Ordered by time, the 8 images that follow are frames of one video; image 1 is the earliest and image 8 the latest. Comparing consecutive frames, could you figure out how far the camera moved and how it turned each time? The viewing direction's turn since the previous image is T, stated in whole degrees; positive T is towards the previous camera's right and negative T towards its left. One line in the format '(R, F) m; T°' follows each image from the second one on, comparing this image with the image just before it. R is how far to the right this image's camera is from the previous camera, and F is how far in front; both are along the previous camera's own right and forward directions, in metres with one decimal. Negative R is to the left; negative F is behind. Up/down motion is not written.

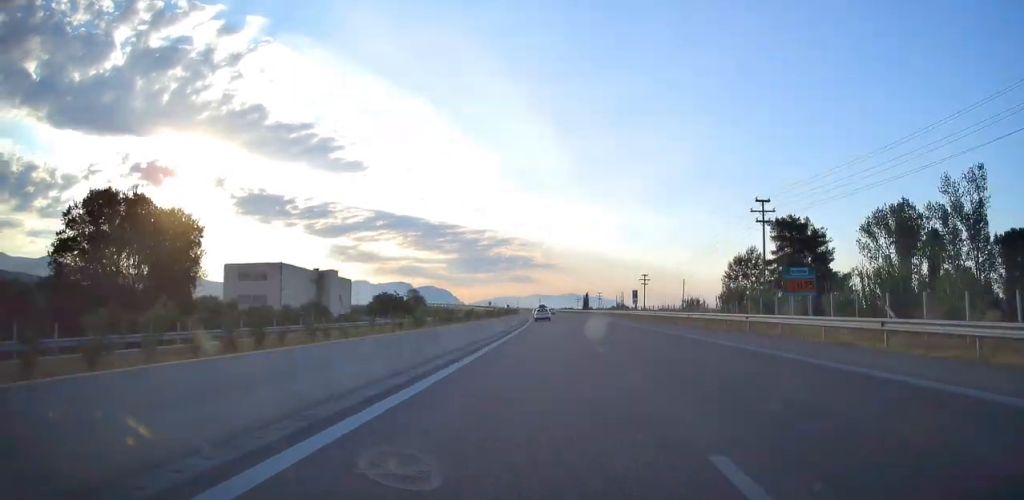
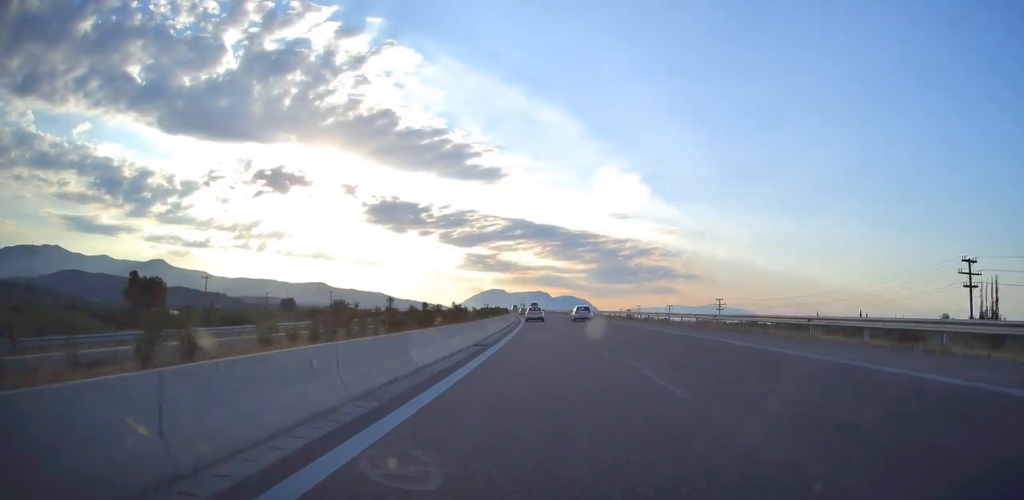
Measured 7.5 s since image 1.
(-11.4, +257.8) m; -7°
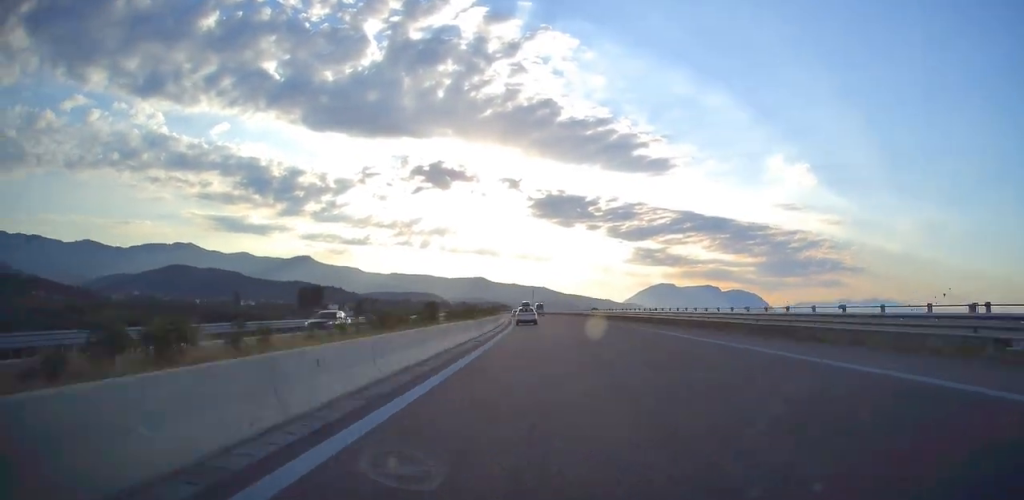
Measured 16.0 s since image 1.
(-20.5, +250.8) m; -12°
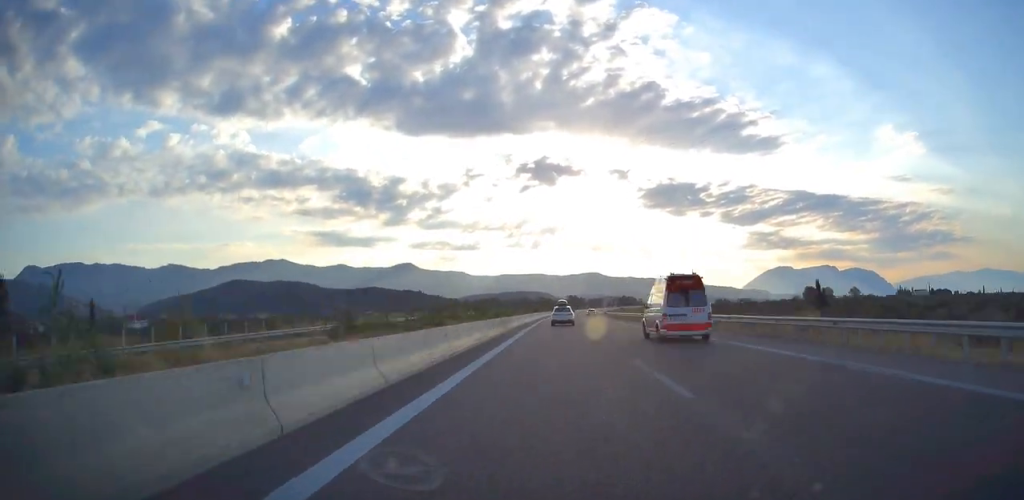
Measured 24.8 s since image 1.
(-45.5, +326.0) m; -9°
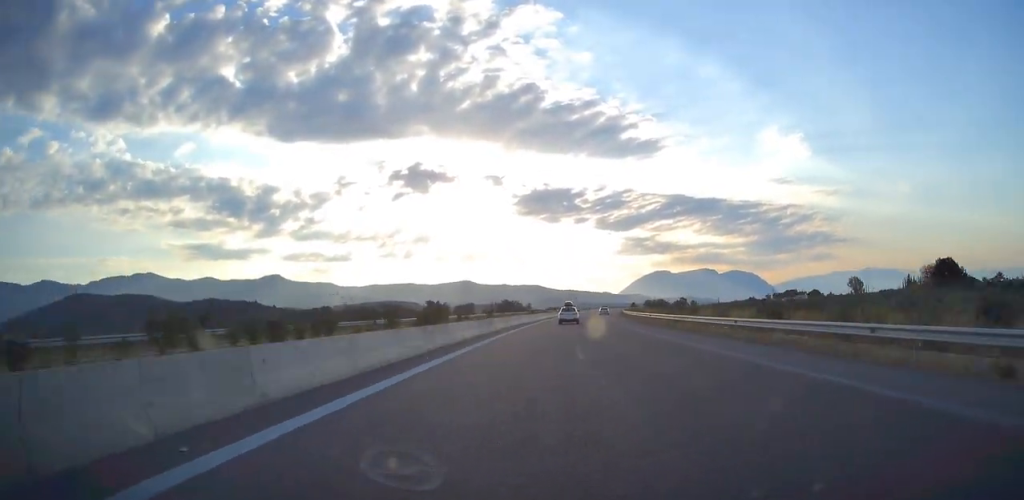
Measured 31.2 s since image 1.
(-7.0, +343.0) m; +4°
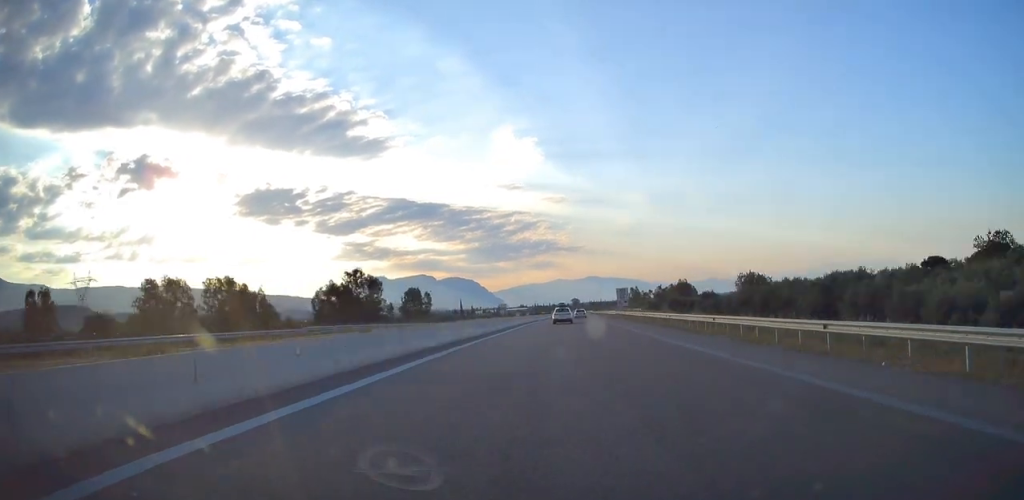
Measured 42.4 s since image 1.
(+98.5, +587.2) m; +19°
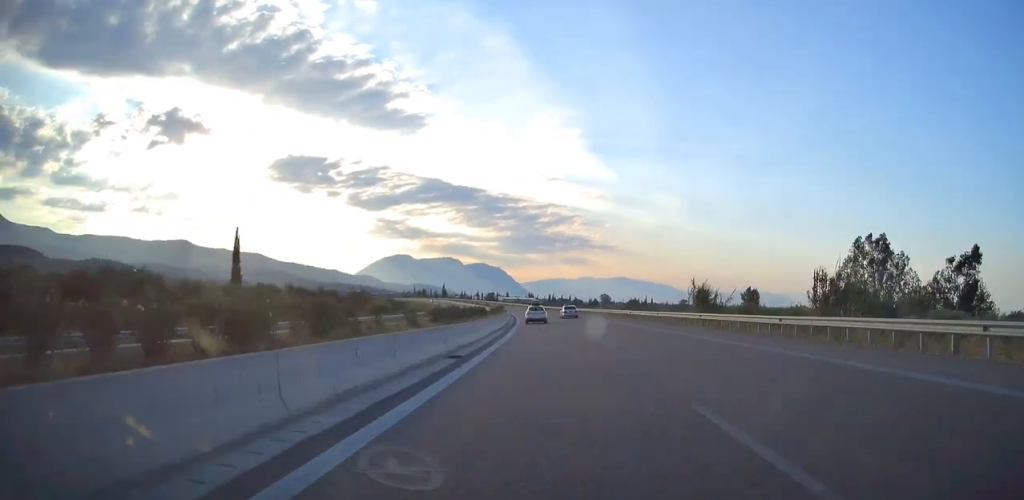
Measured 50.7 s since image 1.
(+23.8, +380.8) m; -4°
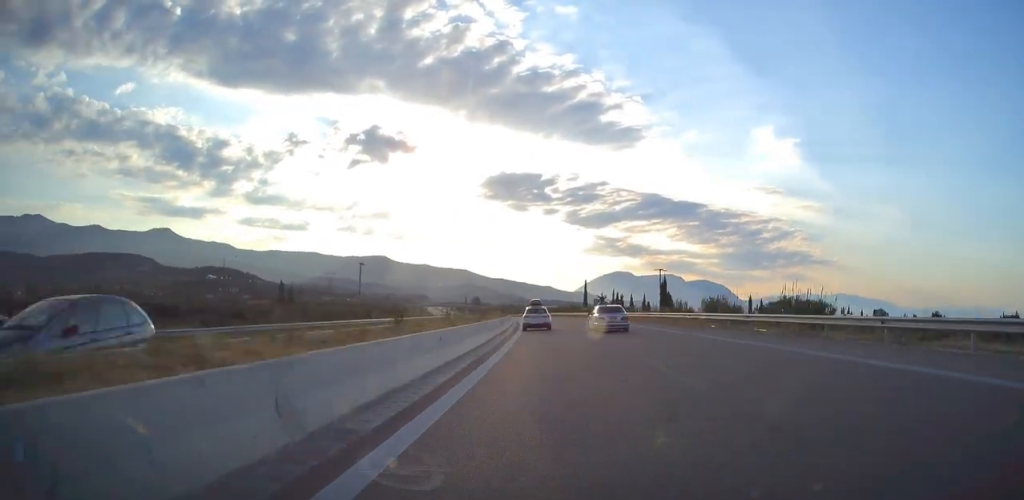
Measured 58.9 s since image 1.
(-48.3, +353.8) m; -16°
